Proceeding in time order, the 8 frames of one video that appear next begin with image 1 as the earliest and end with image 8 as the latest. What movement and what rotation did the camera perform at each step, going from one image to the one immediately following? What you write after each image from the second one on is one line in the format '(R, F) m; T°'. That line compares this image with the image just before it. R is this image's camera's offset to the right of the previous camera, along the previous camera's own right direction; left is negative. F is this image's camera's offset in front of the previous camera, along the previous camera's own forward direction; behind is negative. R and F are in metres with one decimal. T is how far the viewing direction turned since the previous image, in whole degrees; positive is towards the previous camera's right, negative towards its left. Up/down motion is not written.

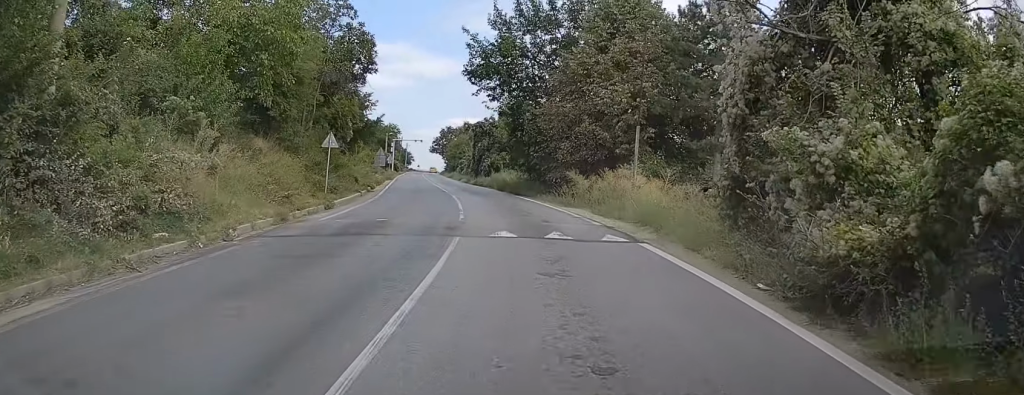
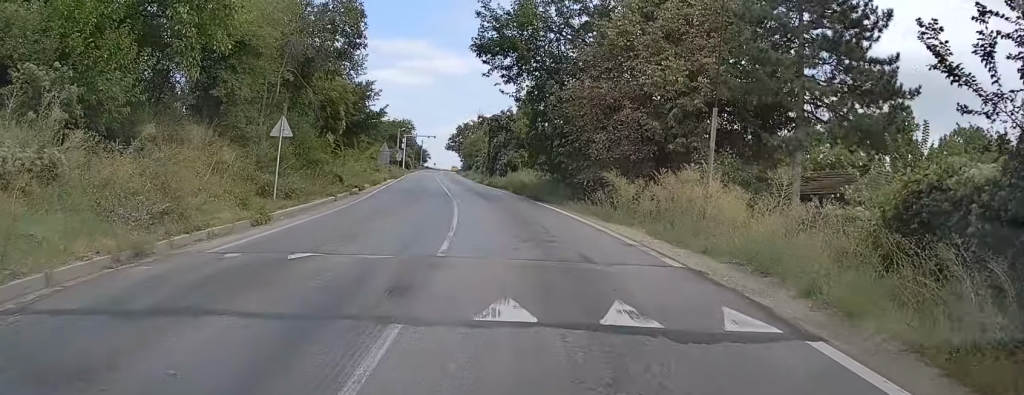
(-0.4, +7.6) m; -4°
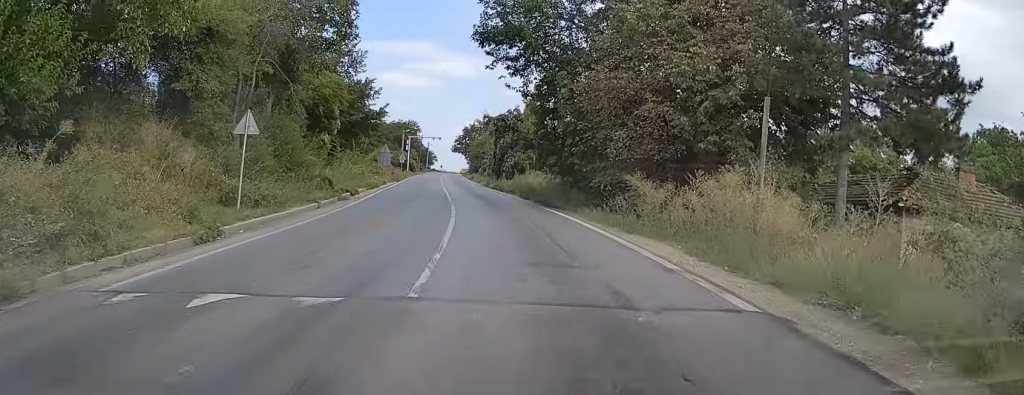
(-0.1, +3.3) m; -2°
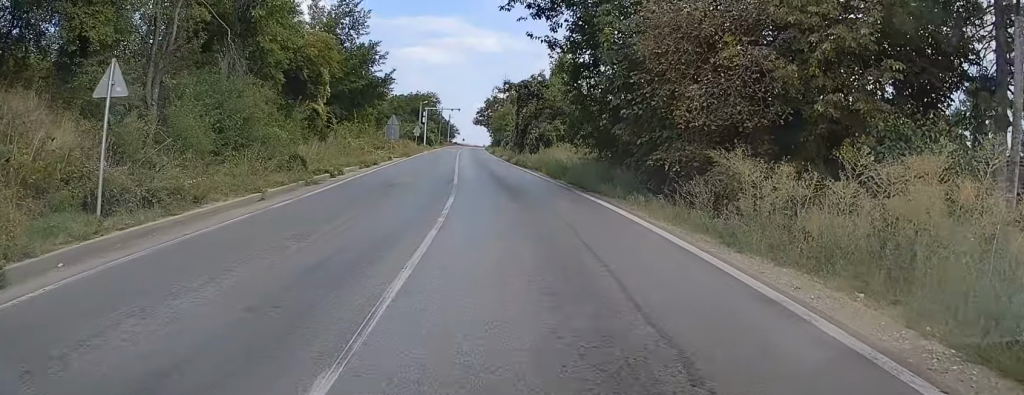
(-0.2, +7.0) m; -3°
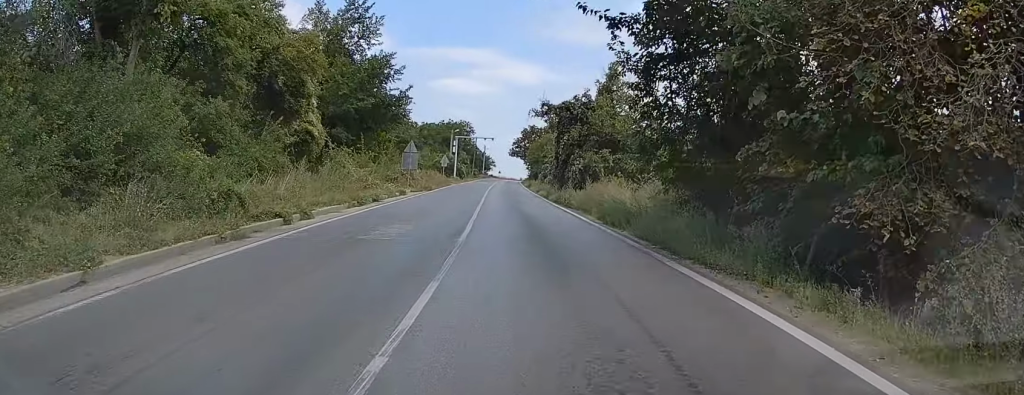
(-0.3, +8.6) m; -1°
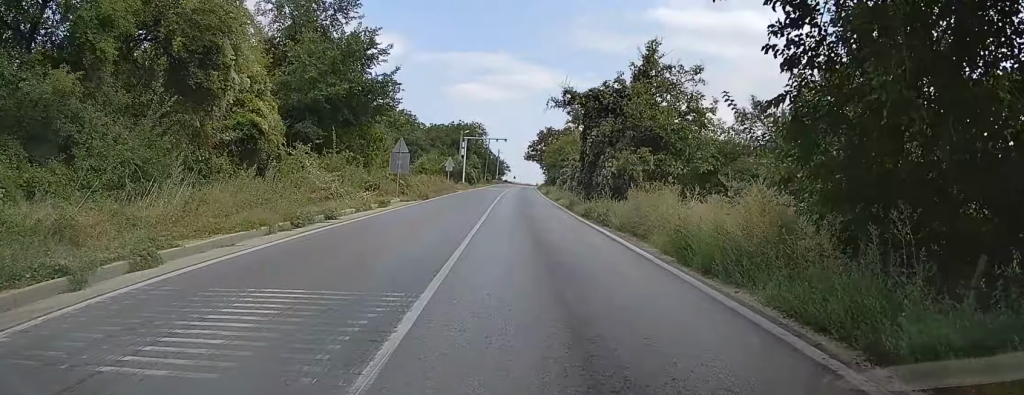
(+0.4, +9.3) m; 0°
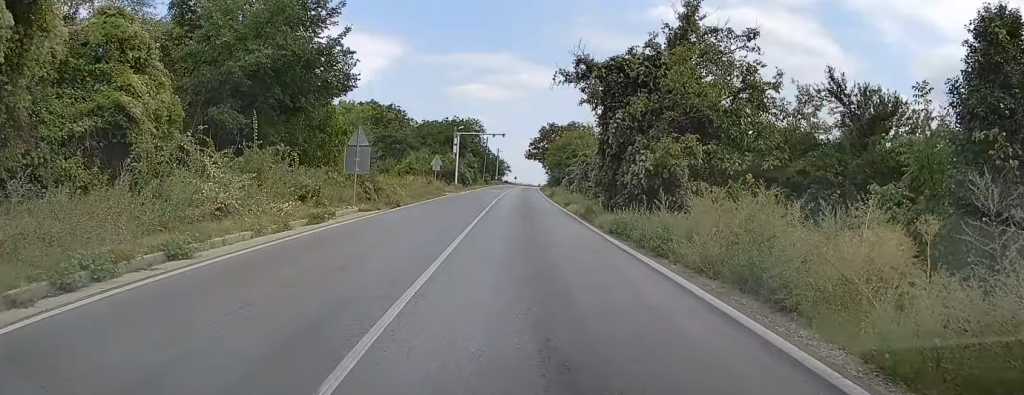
(-0.6, +9.3) m; -3°
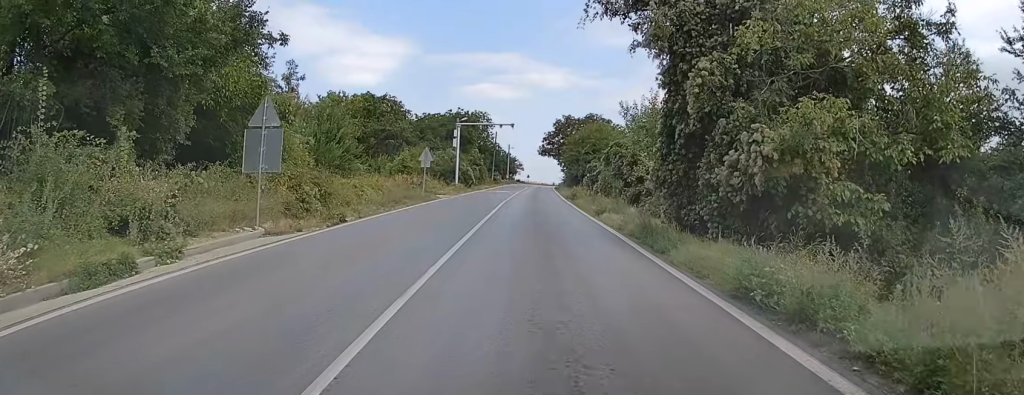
(+0.3, +11.2) m; +1°
